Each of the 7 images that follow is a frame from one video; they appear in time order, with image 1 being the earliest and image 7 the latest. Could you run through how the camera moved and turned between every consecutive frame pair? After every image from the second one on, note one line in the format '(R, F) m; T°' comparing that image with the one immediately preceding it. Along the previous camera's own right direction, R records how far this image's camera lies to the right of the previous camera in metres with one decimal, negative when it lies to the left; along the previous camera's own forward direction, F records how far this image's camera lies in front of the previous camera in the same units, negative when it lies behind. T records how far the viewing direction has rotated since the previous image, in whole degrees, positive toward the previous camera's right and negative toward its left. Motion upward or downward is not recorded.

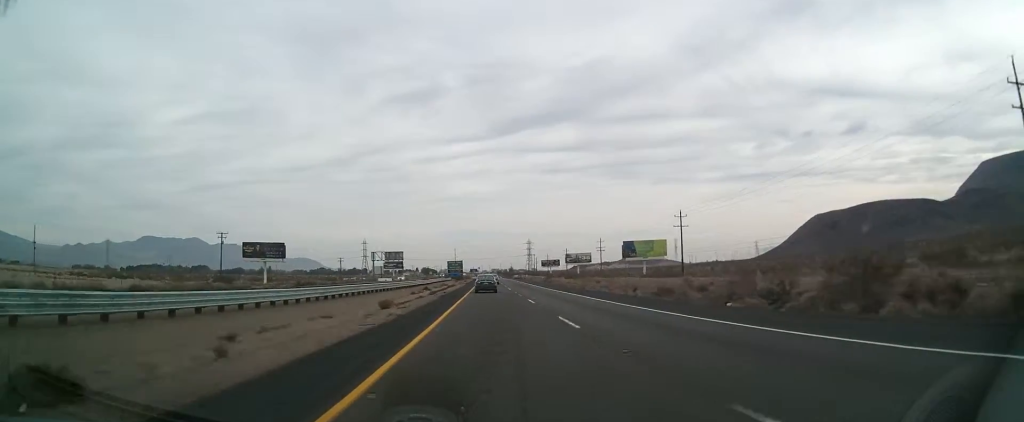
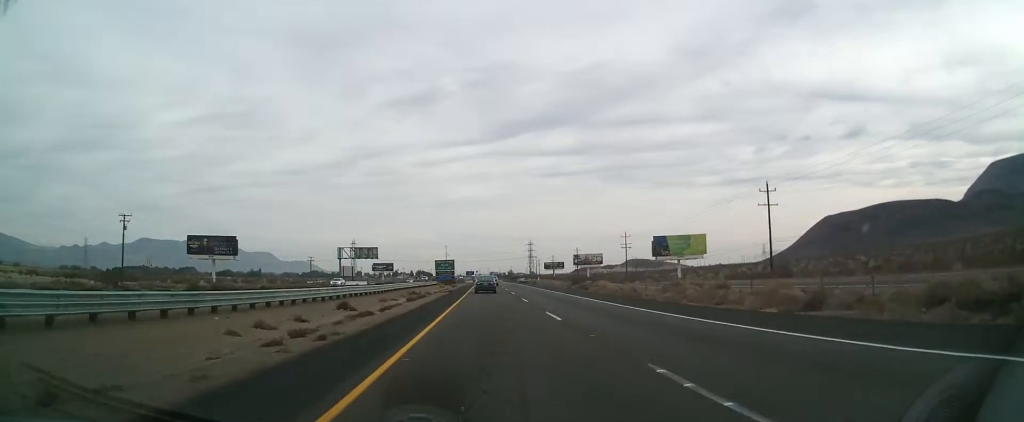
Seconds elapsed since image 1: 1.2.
(+0.2, +40.6) m; -1°
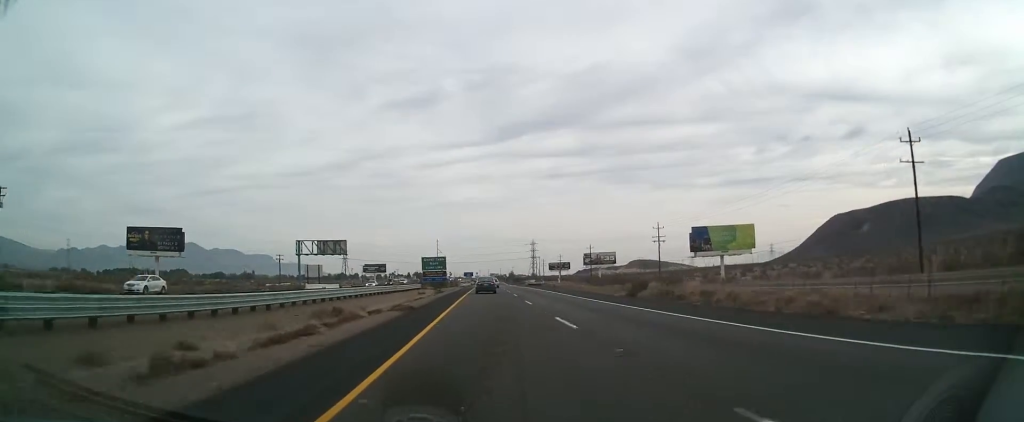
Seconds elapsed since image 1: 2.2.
(-0.5, +32.5) m; 0°
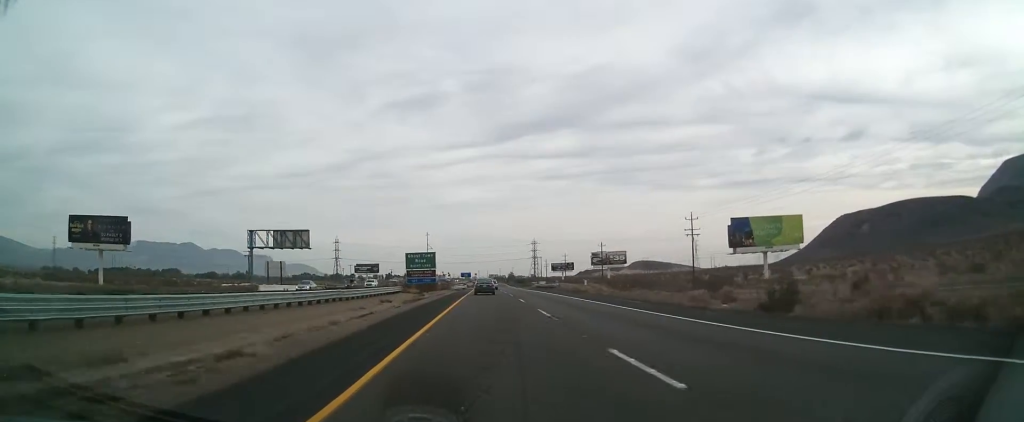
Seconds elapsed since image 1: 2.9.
(+0.3, +23.5) m; 0°
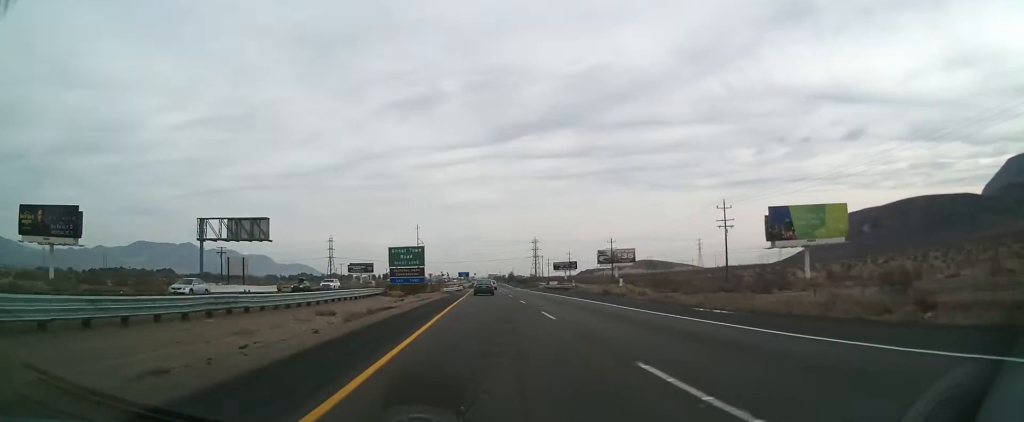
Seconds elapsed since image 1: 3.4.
(+0.2, +16.8) m; 0°
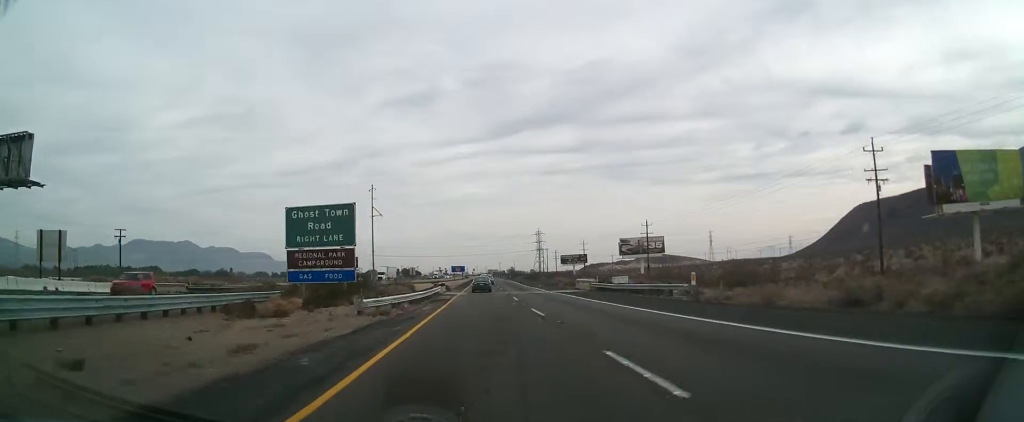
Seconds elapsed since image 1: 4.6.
(-0.3, +42.2) m; 0°
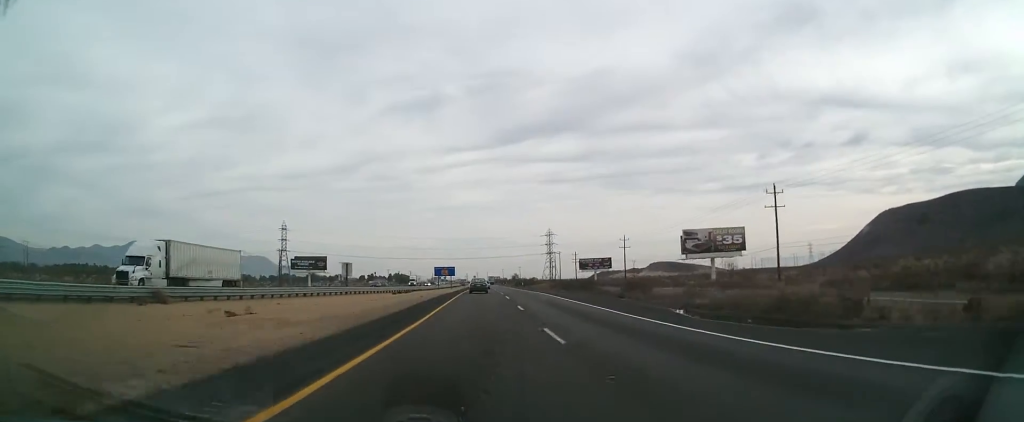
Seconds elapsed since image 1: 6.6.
(-0.1, +65.4) m; 0°
